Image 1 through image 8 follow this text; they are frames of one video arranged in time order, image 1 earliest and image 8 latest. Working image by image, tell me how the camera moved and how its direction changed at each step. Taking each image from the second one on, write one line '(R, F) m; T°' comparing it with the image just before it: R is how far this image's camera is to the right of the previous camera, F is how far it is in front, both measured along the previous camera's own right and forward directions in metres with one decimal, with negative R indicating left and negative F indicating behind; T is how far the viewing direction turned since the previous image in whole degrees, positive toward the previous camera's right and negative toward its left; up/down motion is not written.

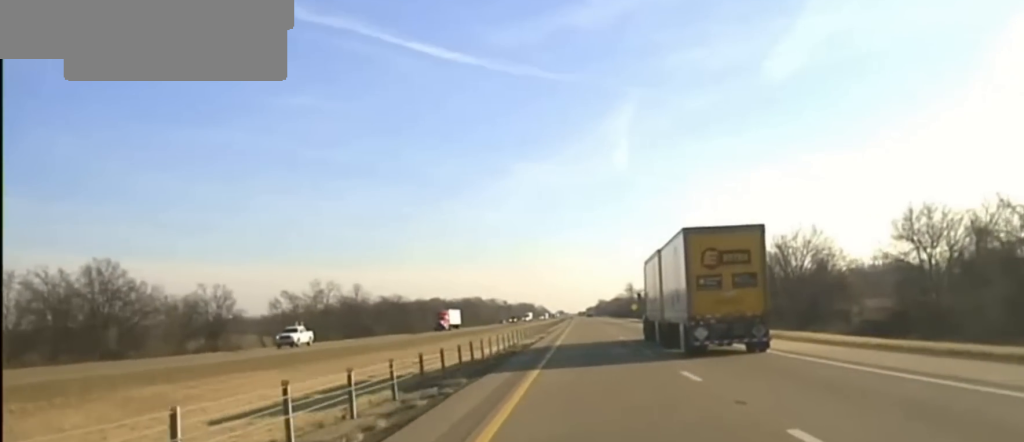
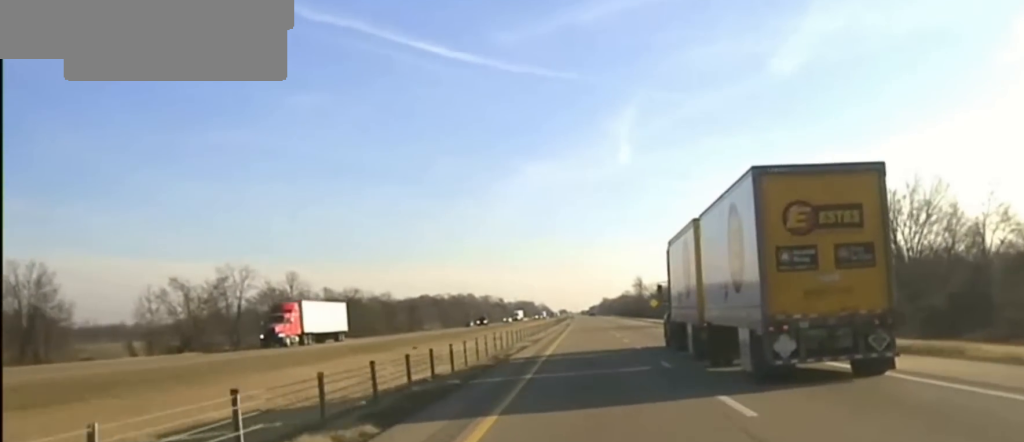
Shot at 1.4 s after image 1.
(-0.2, +53.5) m; -1°
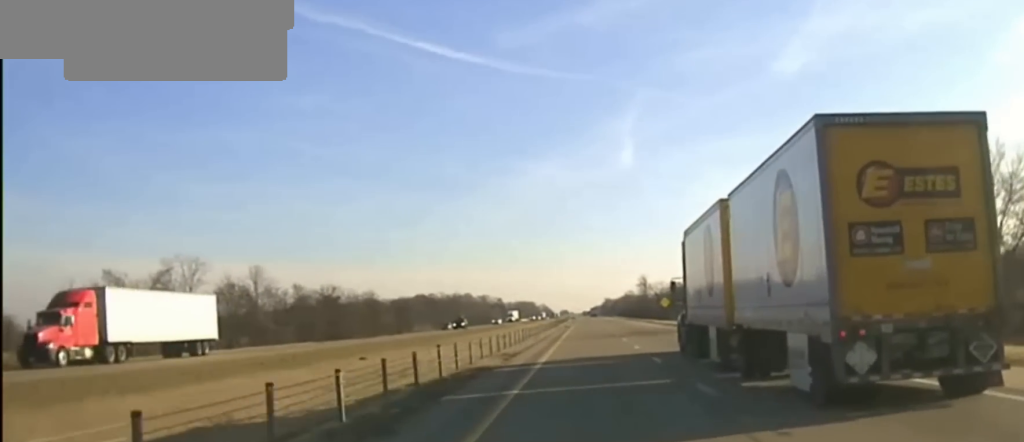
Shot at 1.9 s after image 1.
(-0.1, +20.7) m; 0°
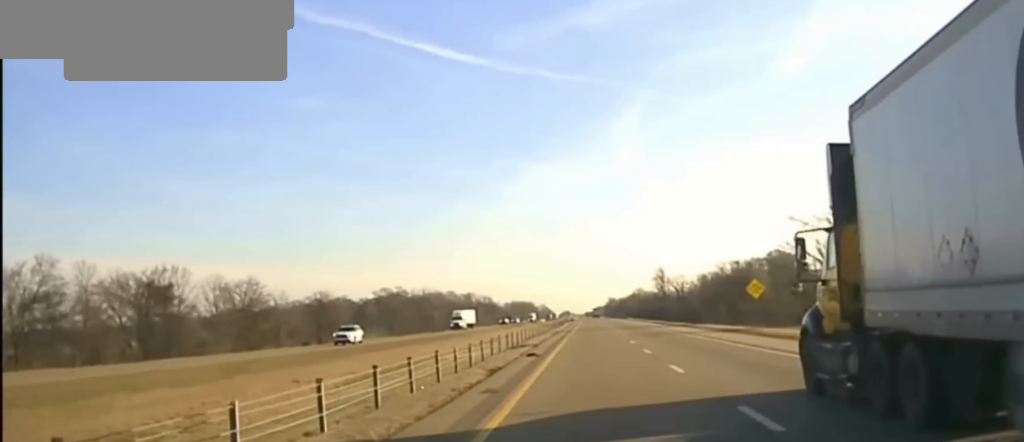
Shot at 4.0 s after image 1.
(0.0, +78.7) m; +1°
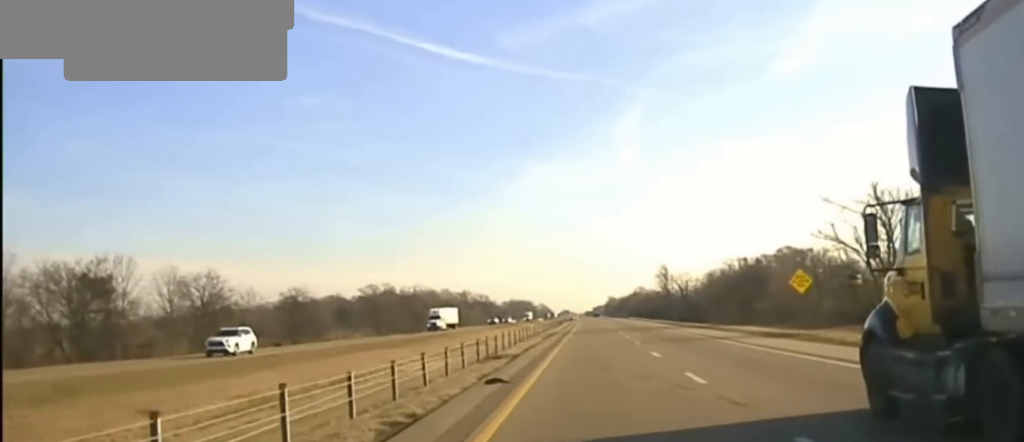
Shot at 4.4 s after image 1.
(+0.2, +15.8) m; 0°
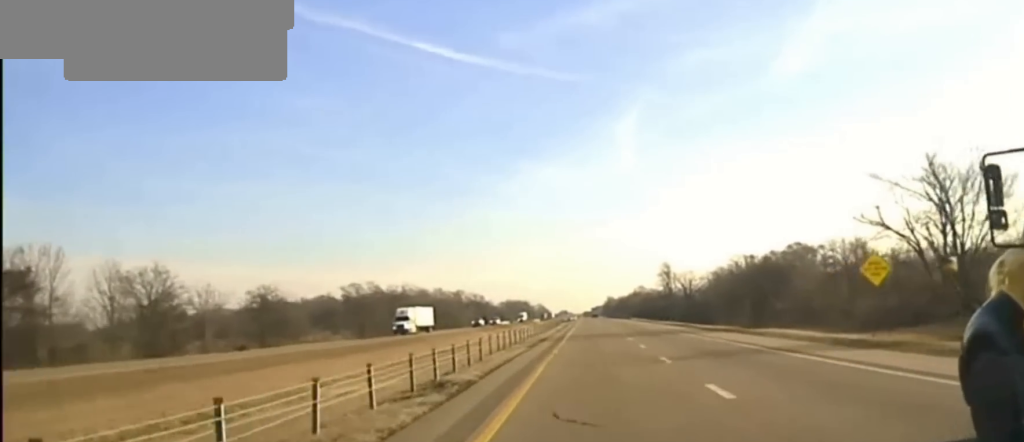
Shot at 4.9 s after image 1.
(+0.2, +15.7) m; 0°
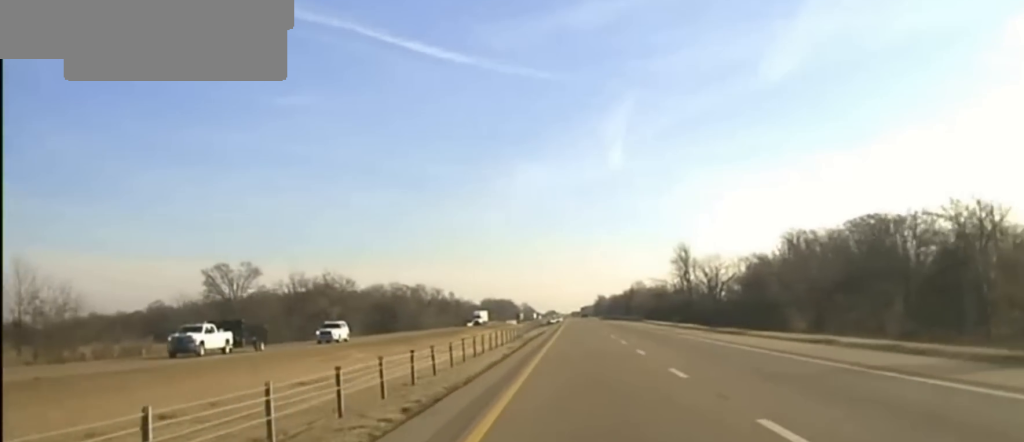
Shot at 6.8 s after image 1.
(-0.7, +66.7) m; -1°
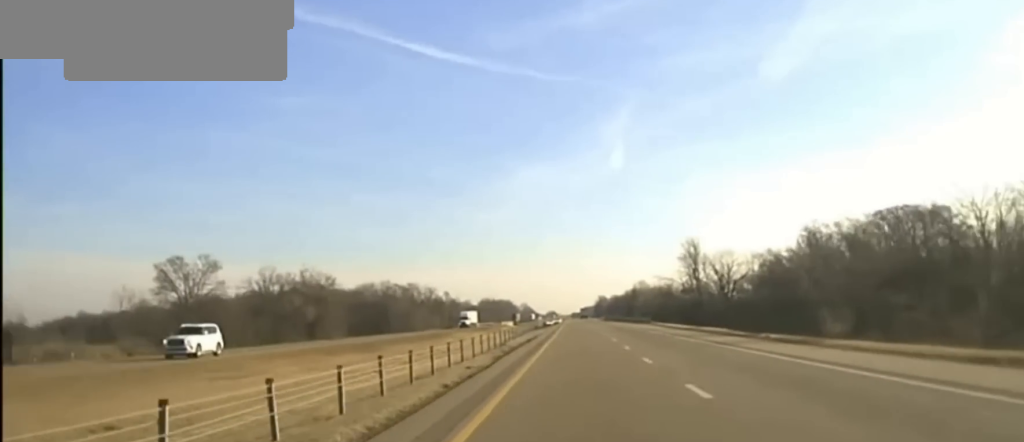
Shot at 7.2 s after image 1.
(0.0, +15.3) m; 0°
